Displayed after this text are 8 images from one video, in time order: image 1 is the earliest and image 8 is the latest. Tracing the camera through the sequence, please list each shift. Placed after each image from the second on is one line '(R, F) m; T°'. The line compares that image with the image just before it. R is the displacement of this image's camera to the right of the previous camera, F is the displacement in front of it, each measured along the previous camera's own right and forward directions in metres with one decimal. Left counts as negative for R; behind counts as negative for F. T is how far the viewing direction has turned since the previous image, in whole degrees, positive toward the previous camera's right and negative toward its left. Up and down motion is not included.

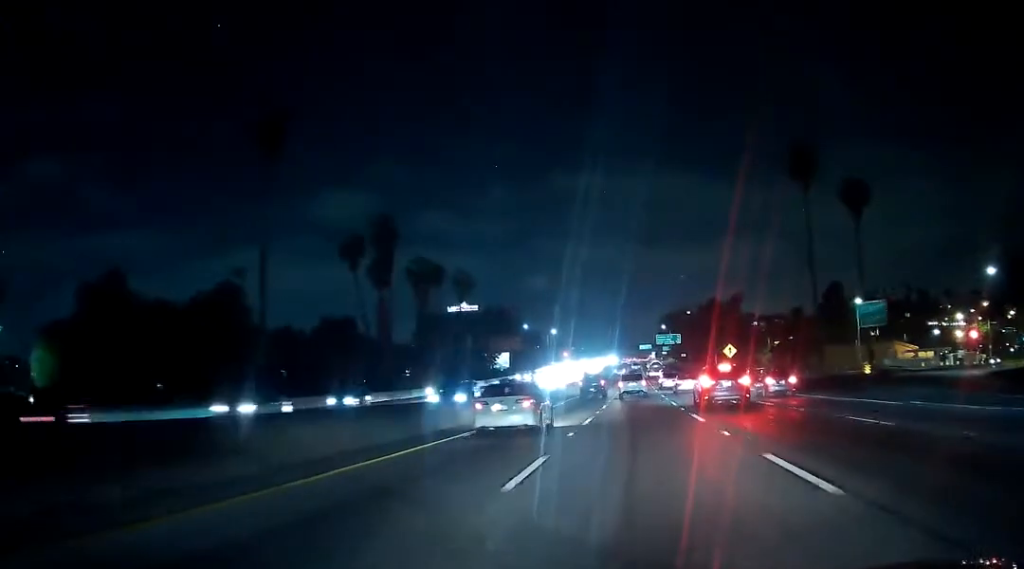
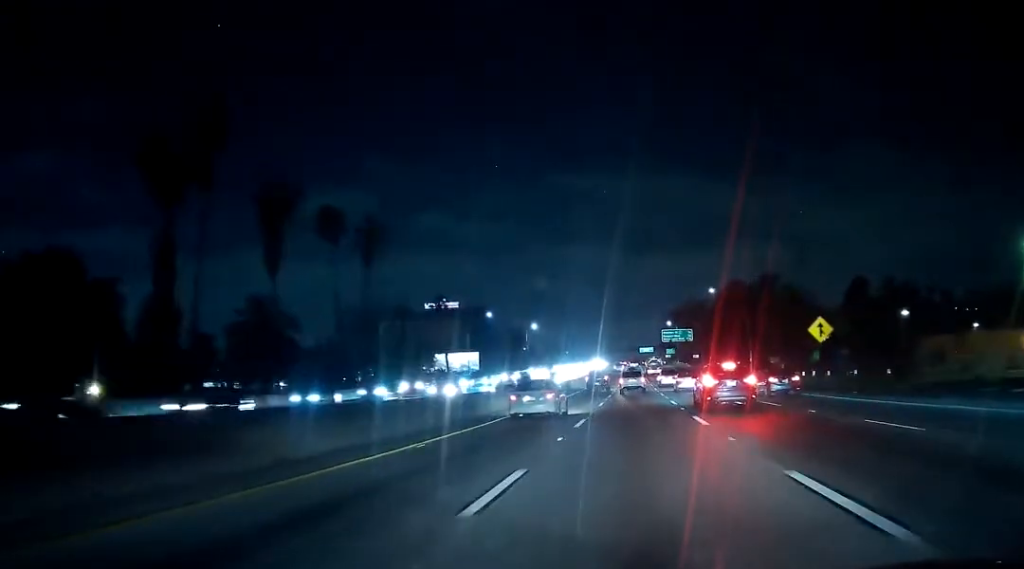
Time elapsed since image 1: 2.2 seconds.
(+0.3, +45.8) m; 0°
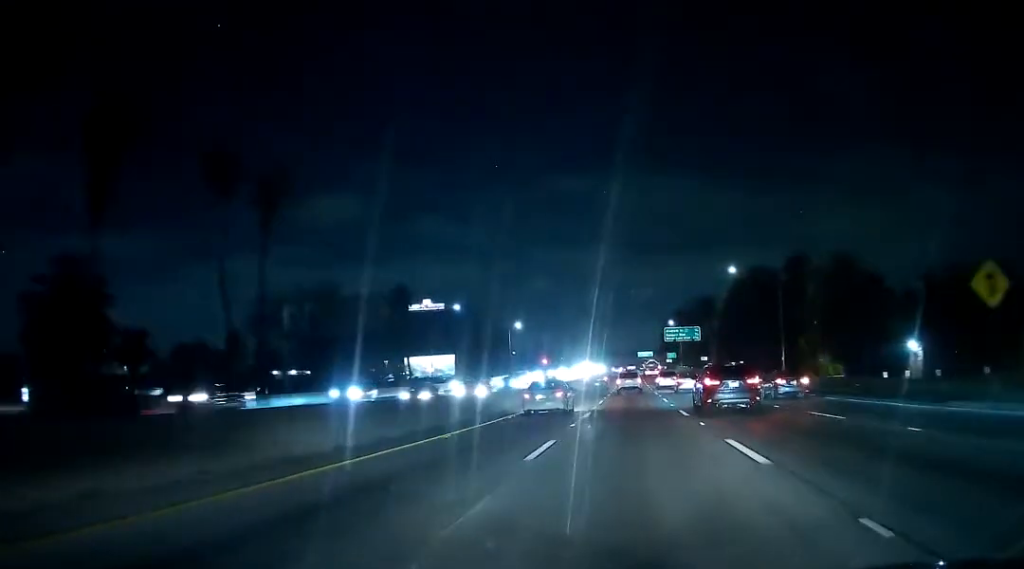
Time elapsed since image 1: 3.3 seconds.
(+0.1, +23.9) m; 0°
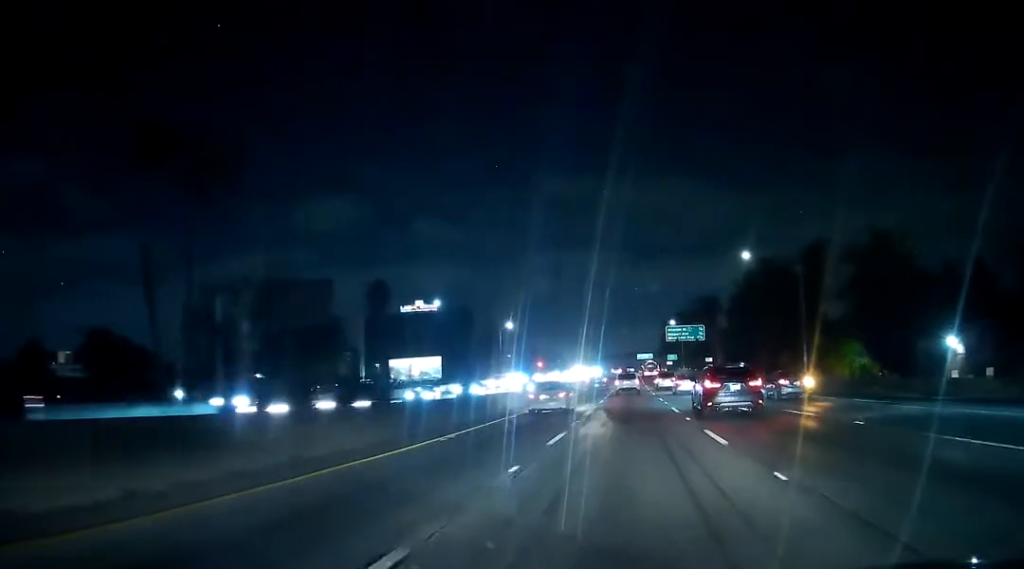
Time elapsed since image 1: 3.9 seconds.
(-0.1, +11.3) m; 0°
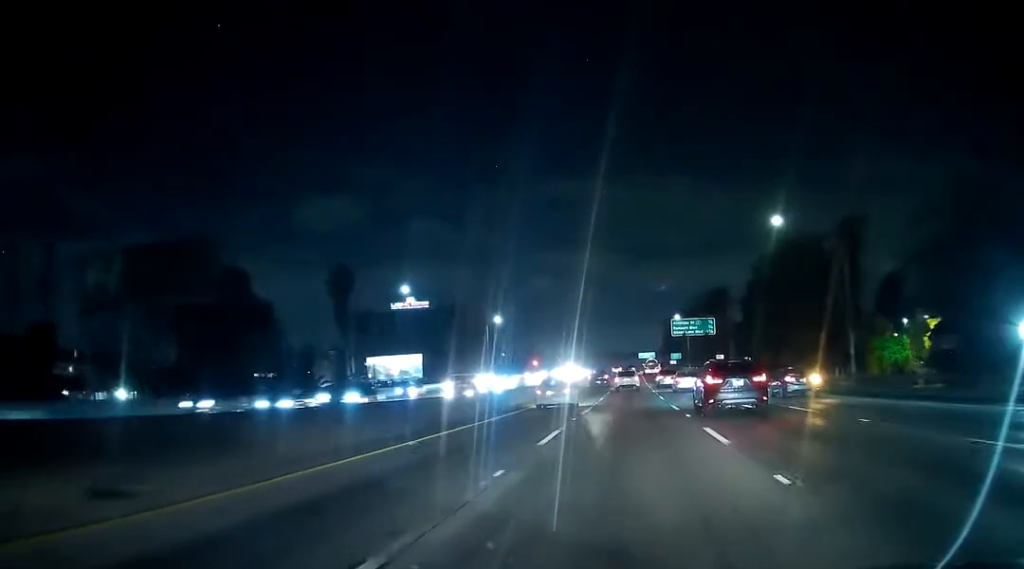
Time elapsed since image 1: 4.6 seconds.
(+0.1, +14.9) m; 0°
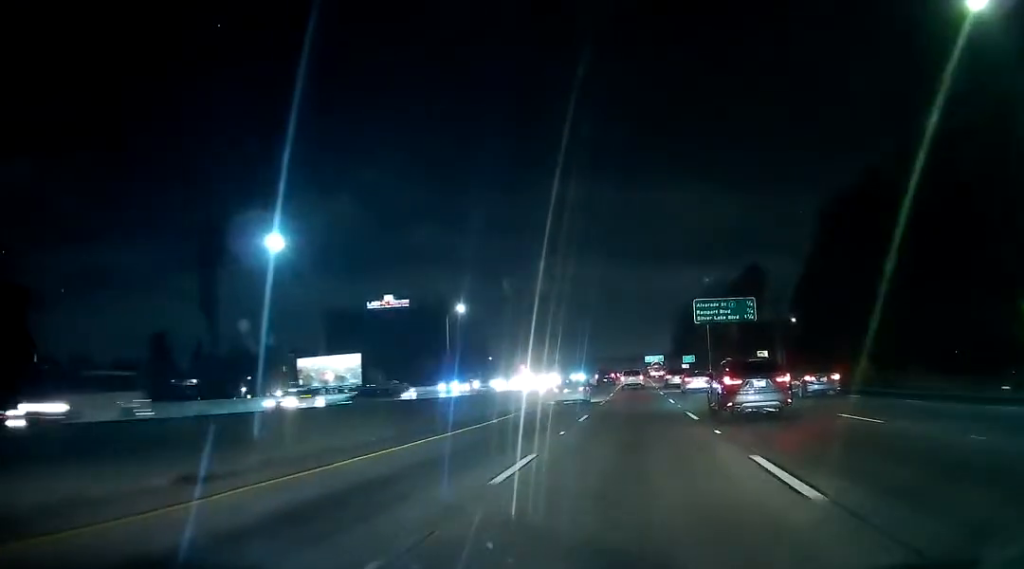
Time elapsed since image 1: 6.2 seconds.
(-0.3, +35.9) m; -1°
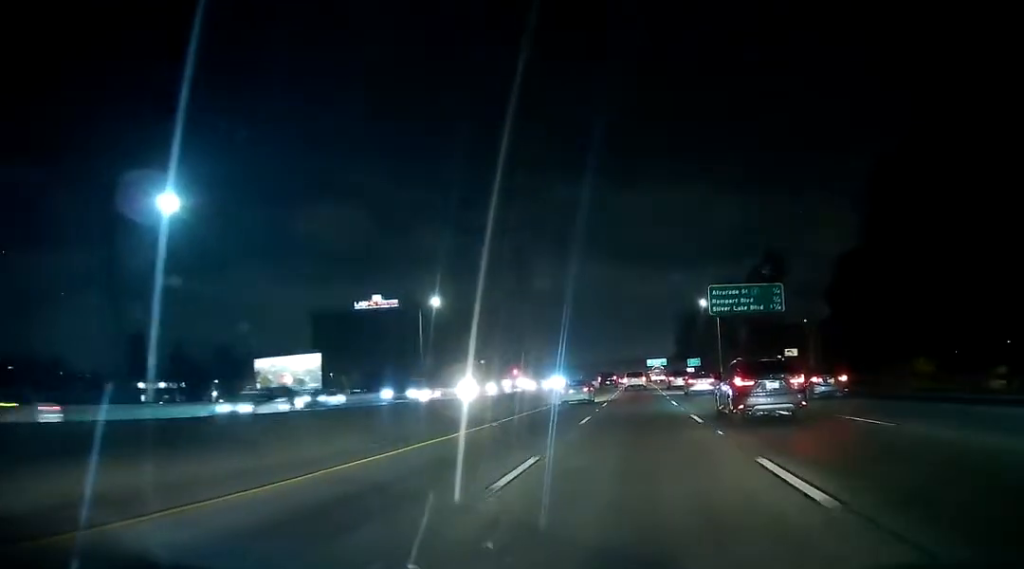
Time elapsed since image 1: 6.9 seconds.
(-0.2, +15.3) m; 0°
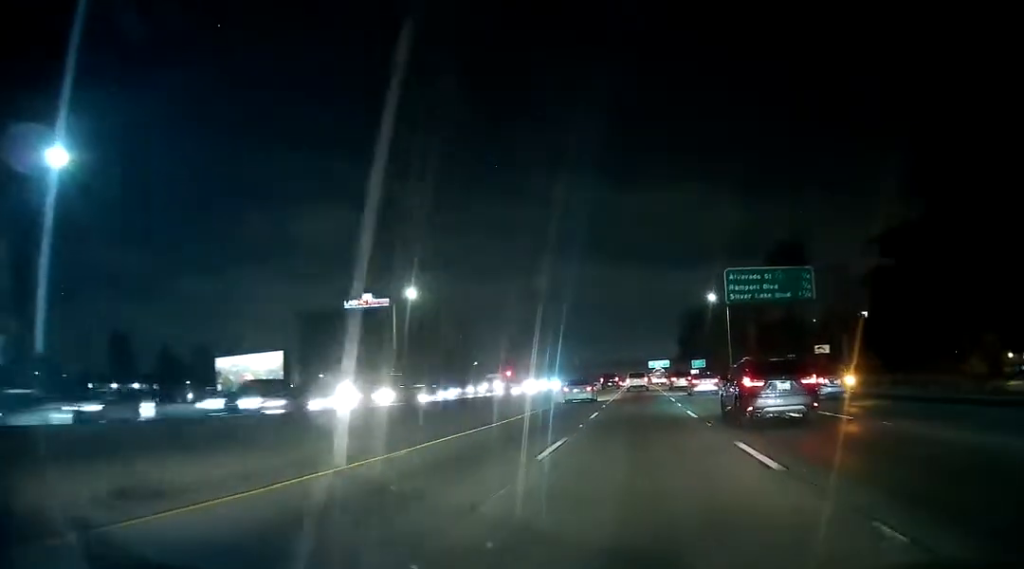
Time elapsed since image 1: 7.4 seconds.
(+0.1, +11.0) m; 0°
